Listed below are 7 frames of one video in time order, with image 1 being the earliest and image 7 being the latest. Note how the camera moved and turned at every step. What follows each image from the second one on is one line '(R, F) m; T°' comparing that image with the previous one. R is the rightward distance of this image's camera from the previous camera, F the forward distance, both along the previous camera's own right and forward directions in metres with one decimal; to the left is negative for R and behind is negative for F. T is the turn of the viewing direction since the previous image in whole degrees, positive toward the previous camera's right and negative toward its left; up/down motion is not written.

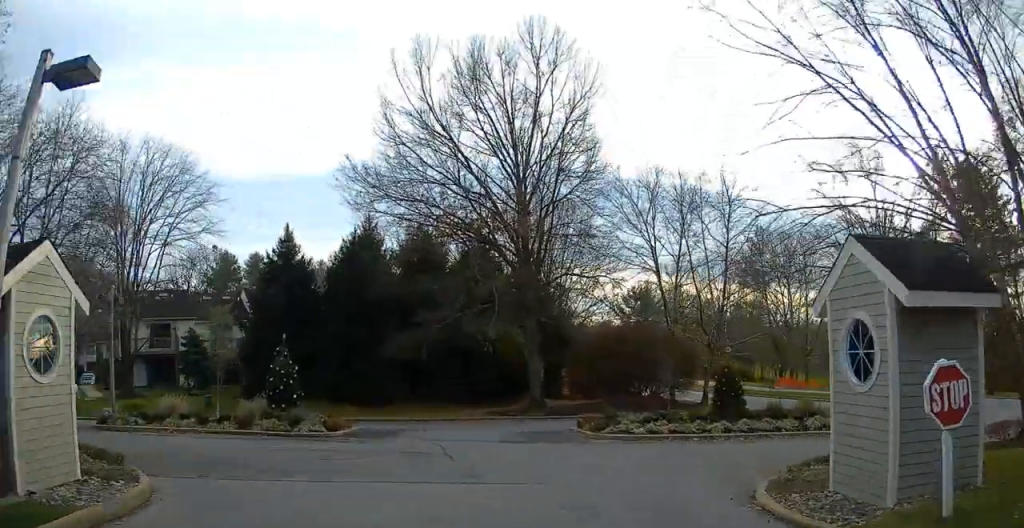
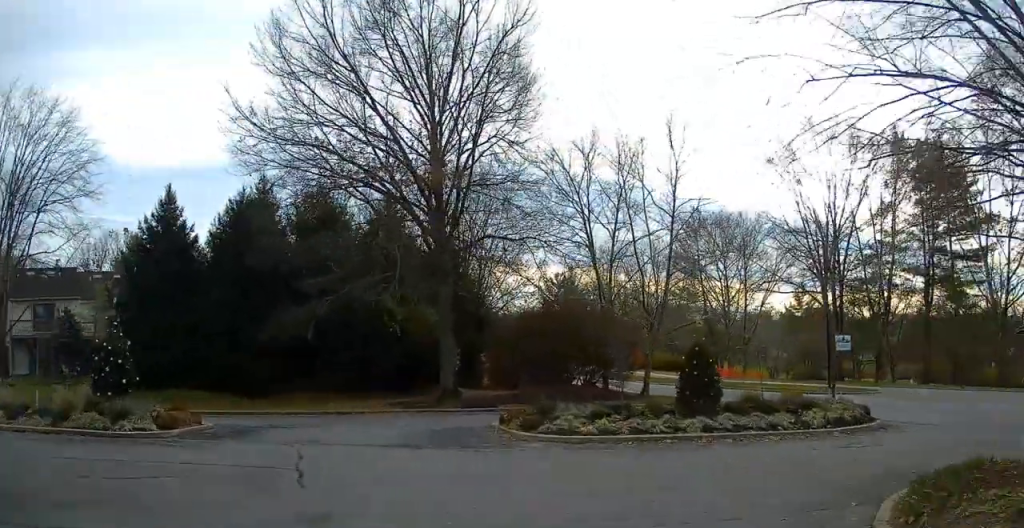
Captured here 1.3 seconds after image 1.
(+0.3, +6.1) m; +4°
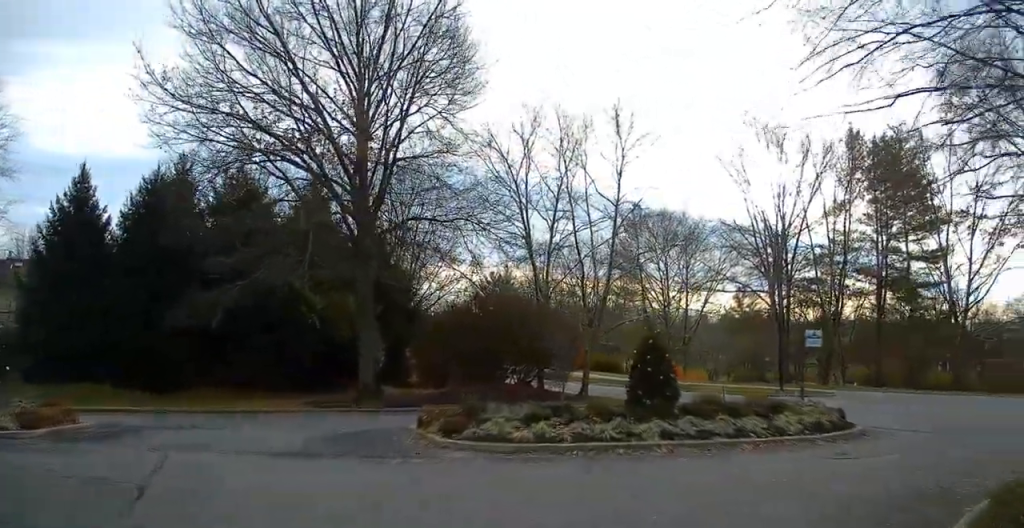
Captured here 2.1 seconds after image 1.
(0.0, +3.3) m; +6°
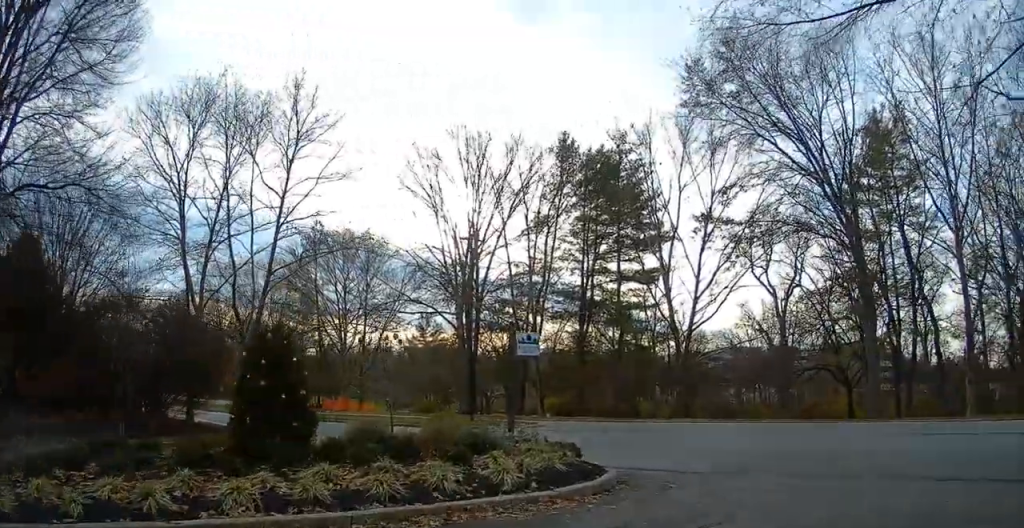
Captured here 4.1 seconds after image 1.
(+1.5, +5.9) m; +30°
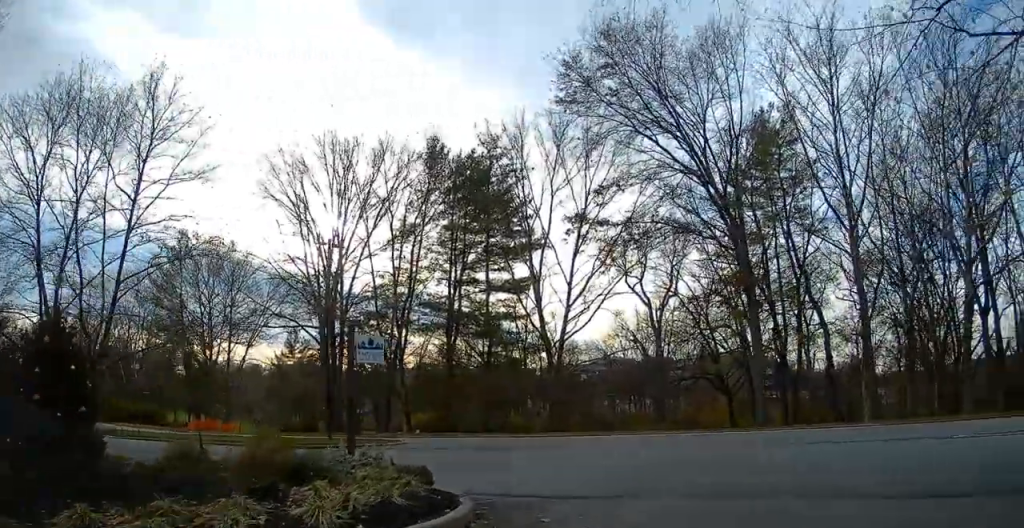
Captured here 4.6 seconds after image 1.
(+0.2, +1.9) m; +13°
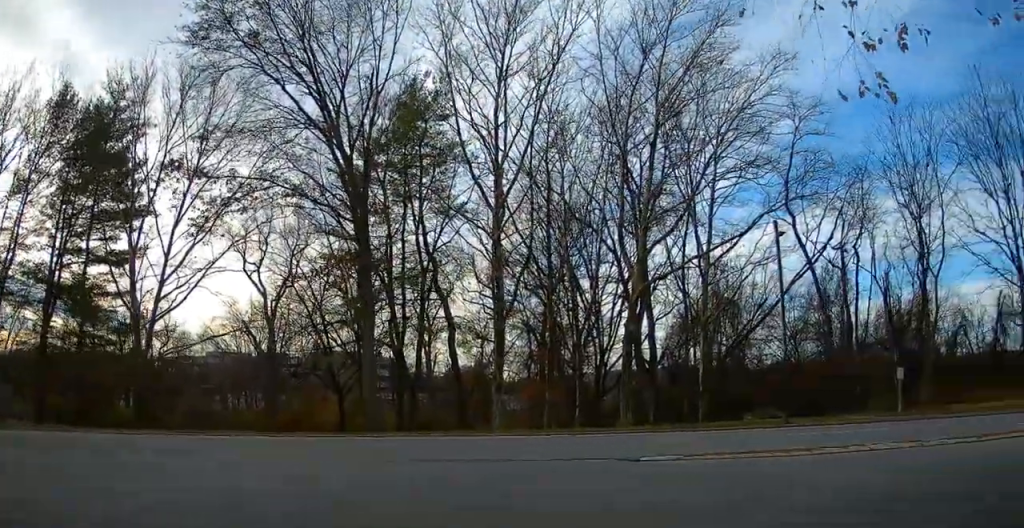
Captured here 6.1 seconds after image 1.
(+1.5, +4.8) m; +33°
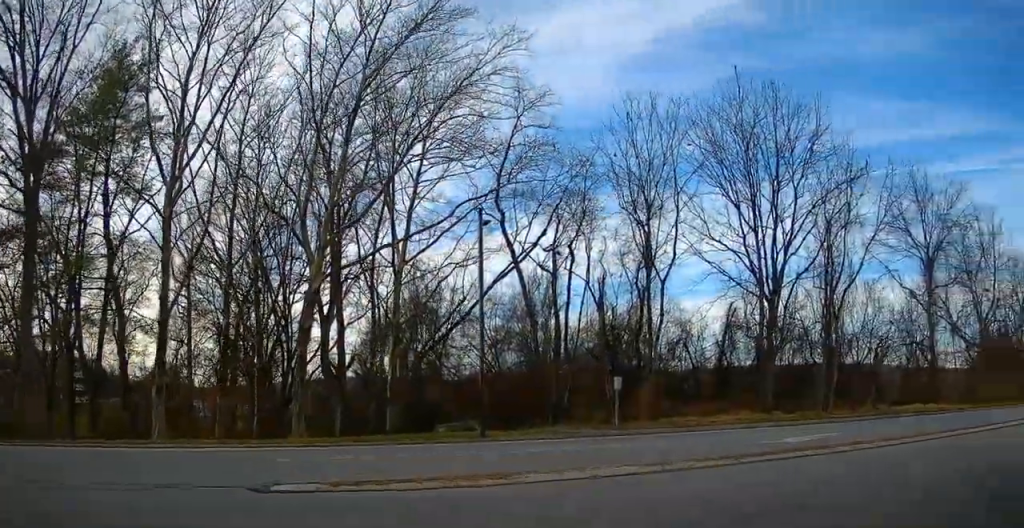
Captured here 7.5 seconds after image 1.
(+0.7, +3.6) m; +25°
